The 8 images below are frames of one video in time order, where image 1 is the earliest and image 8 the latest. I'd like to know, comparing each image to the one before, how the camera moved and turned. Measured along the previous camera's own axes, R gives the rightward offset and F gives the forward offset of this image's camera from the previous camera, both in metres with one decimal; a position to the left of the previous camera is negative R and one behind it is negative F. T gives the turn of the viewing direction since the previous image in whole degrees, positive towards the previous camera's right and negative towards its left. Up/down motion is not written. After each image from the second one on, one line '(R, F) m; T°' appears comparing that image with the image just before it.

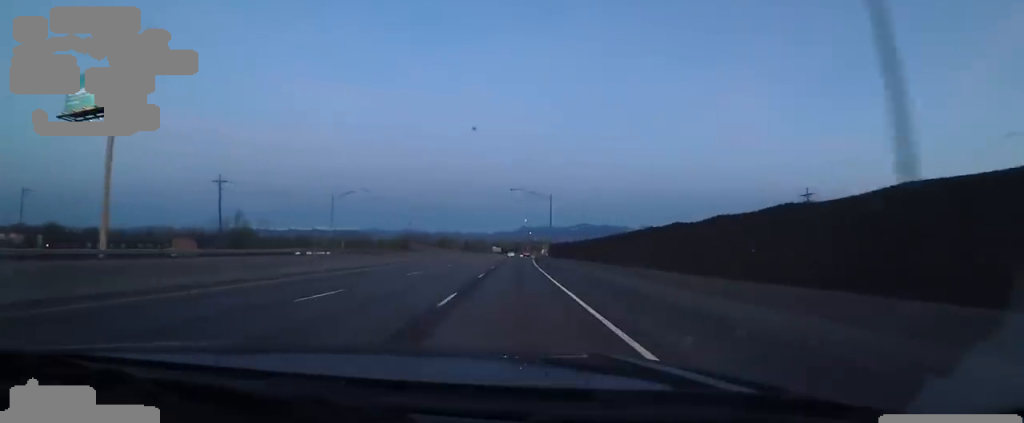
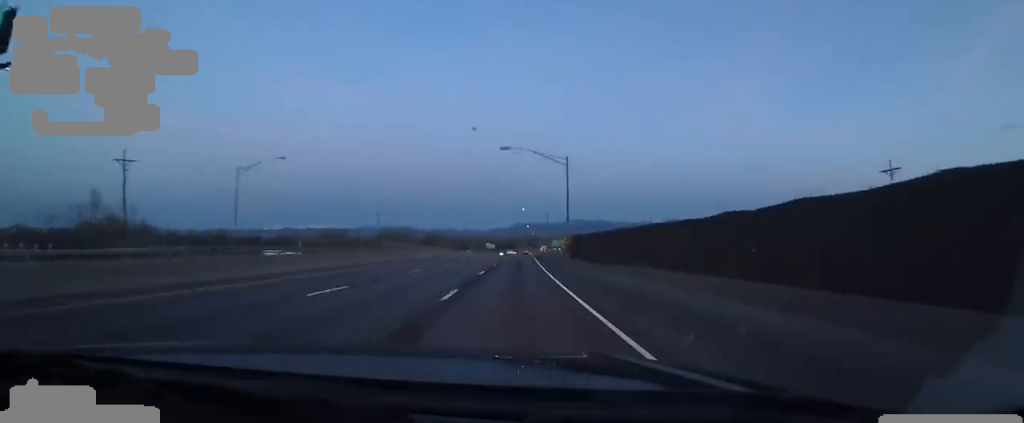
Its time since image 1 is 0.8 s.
(0.0, +22.5) m; 0°
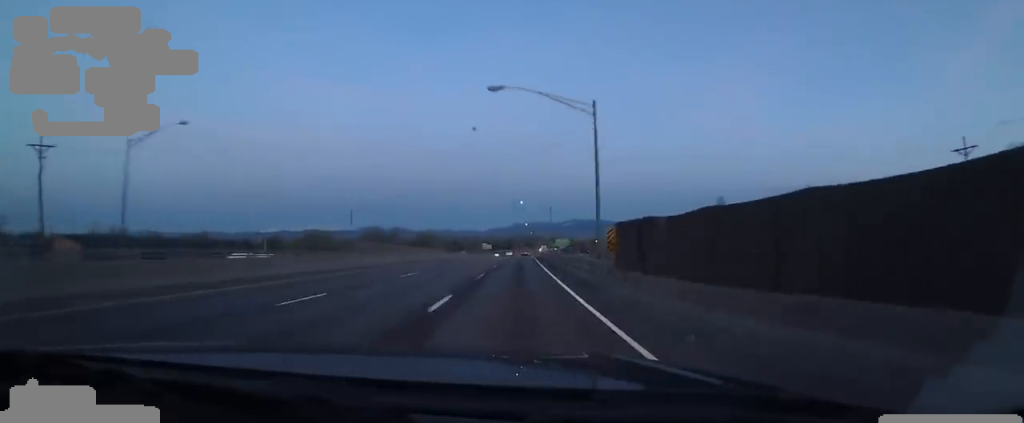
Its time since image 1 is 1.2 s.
(0.0, +13.7) m; 0°
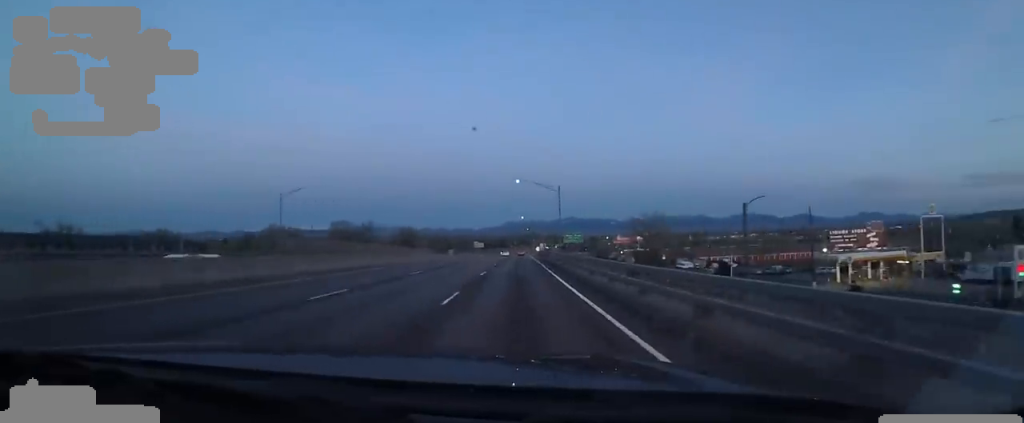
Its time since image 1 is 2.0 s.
(0.0, +23.6) m; +1°
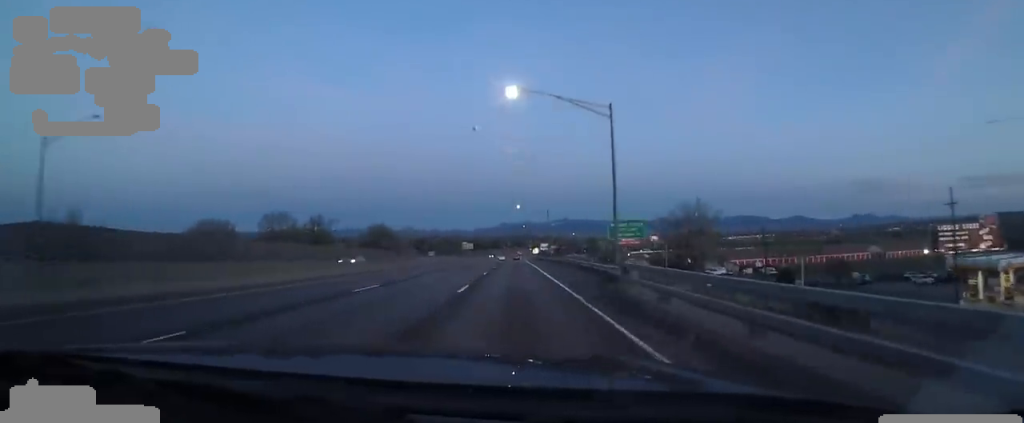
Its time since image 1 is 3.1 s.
(+0.7, +31.5) m; +2°
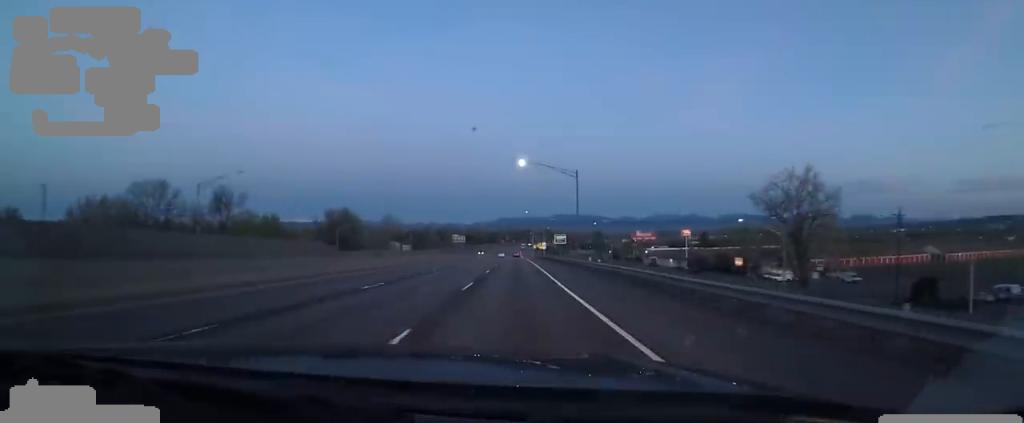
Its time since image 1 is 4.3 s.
(-0.1, +35.6) m; 0°
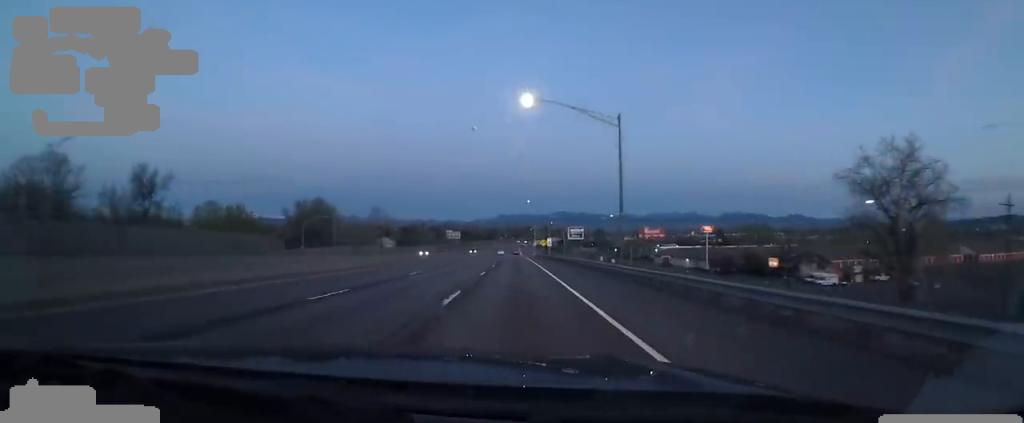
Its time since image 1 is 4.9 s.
(-0.3, +16.9) m; 0°
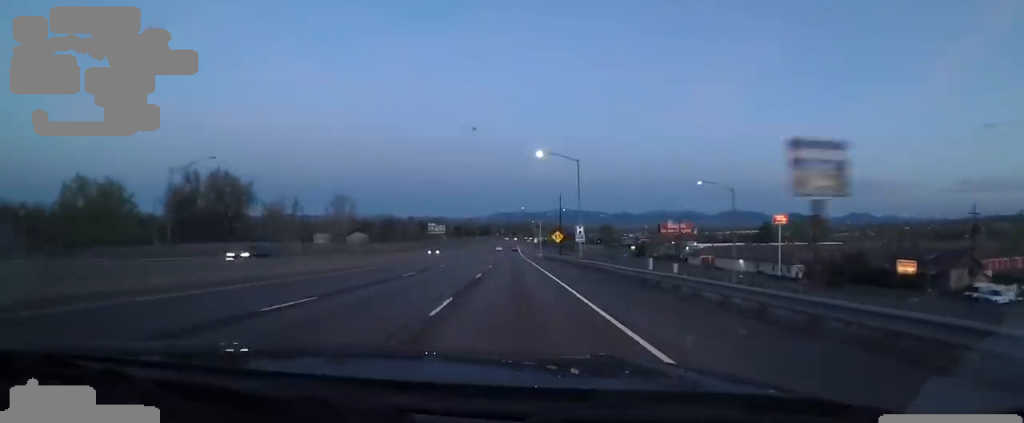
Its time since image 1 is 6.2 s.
(+0.5, +38.9) m; 0°
